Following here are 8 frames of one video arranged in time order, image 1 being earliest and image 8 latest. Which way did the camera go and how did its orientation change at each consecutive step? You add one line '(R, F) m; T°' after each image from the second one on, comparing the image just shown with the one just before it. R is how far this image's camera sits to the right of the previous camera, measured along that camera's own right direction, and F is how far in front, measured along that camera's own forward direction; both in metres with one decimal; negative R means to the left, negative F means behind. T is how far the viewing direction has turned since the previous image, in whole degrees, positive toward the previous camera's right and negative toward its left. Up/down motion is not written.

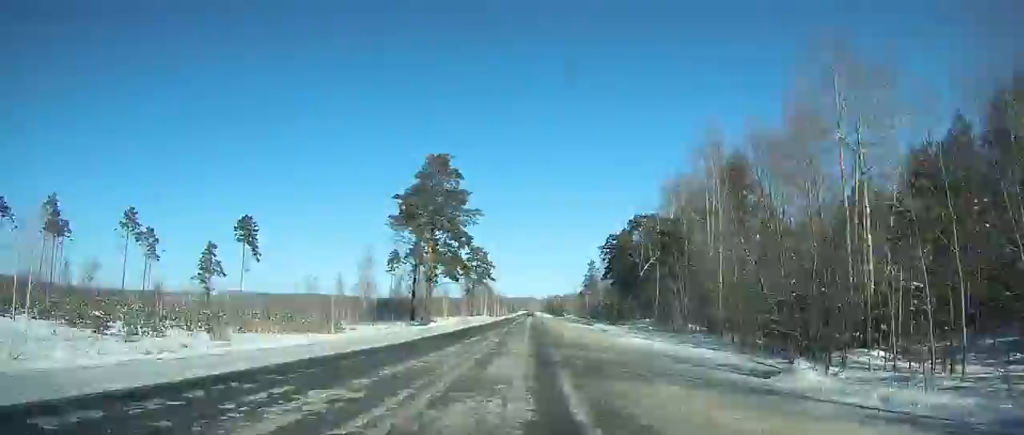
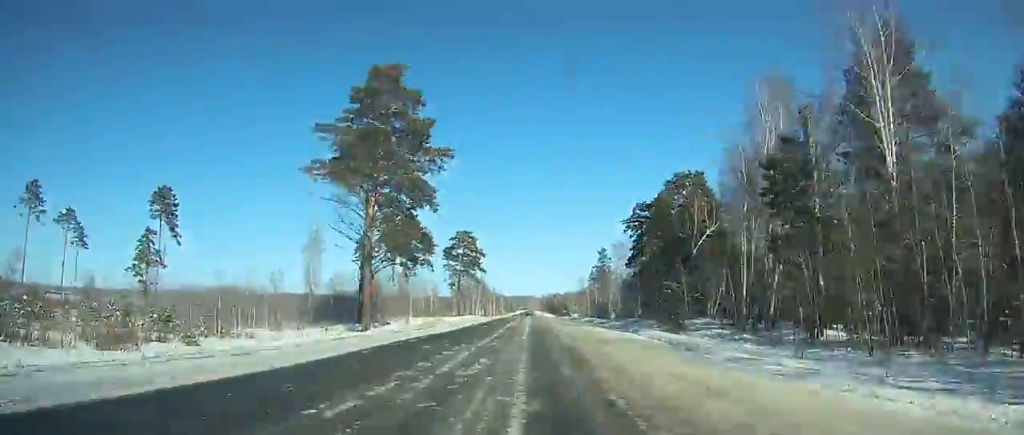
(-0.1, +29.0) m; 0°
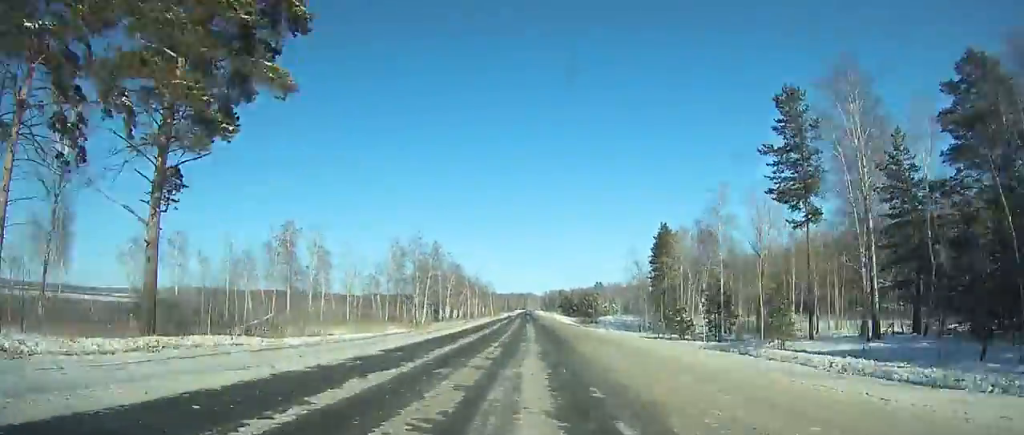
(-0.1, +111.4) m; 0°
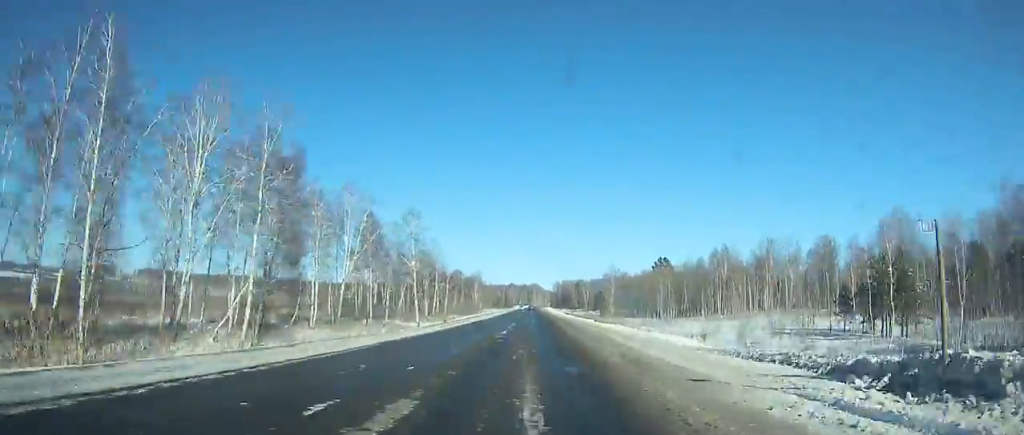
(-0.2, +172.0) m; 0°
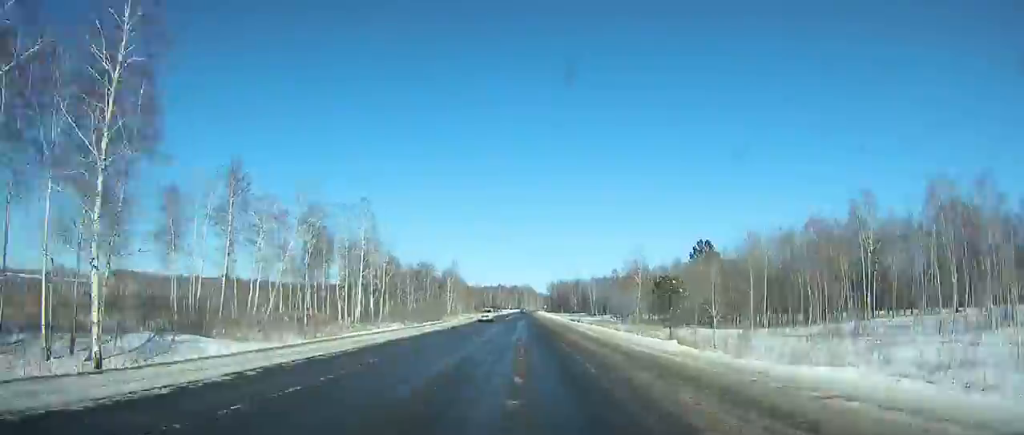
(+0.1, +60.9) m; 0°
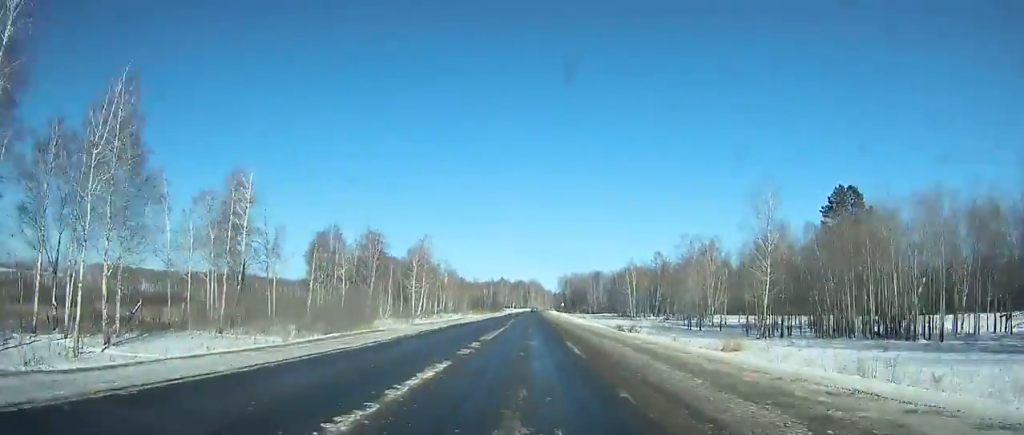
(0.0, +67.8) m; 0°
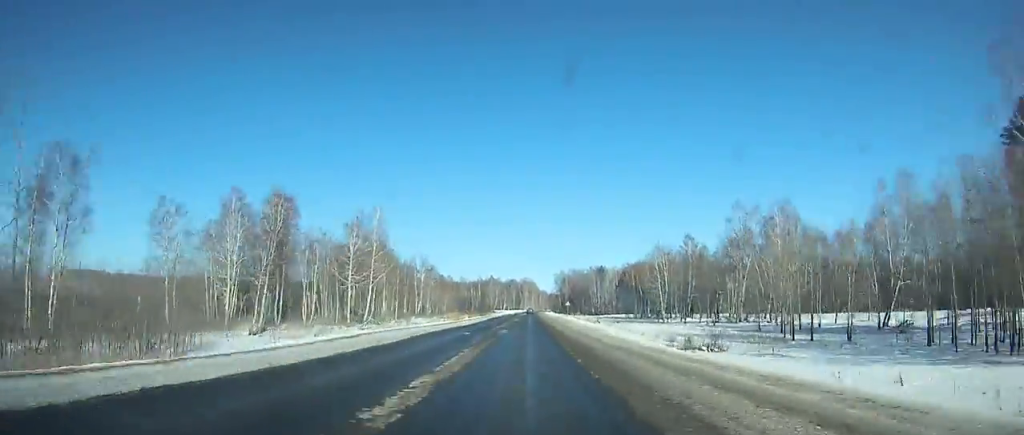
(+0.1, +39.5) m; 0°
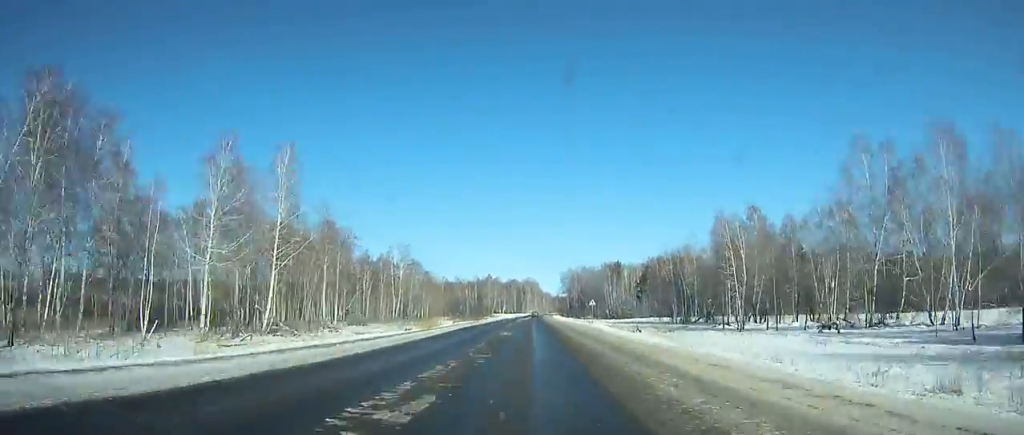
(+0.1, +39.5) m; 0°
